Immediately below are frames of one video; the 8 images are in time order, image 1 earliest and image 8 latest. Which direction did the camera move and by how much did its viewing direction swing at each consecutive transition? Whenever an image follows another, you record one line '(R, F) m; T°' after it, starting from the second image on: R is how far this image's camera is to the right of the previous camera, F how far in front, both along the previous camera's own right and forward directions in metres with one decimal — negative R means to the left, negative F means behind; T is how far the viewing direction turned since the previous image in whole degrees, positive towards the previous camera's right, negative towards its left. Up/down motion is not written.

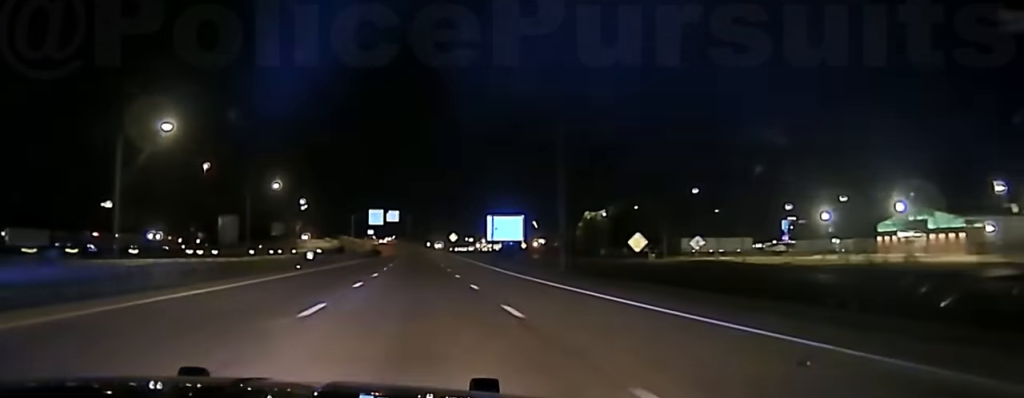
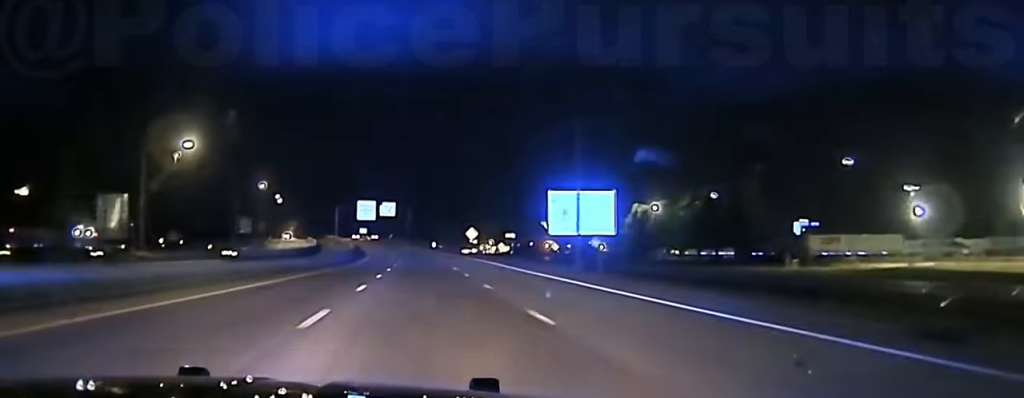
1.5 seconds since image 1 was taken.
(+0.1, +64.2) m; -1°
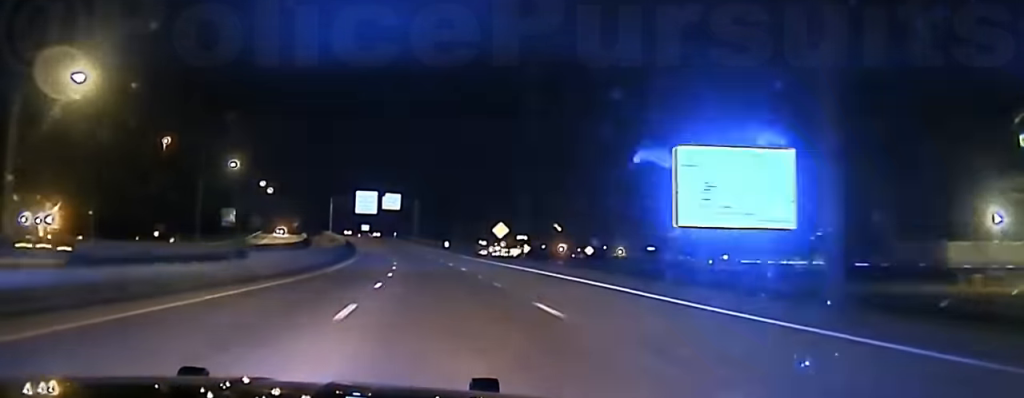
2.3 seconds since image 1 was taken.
(-0.3, +35.7) m; -1°
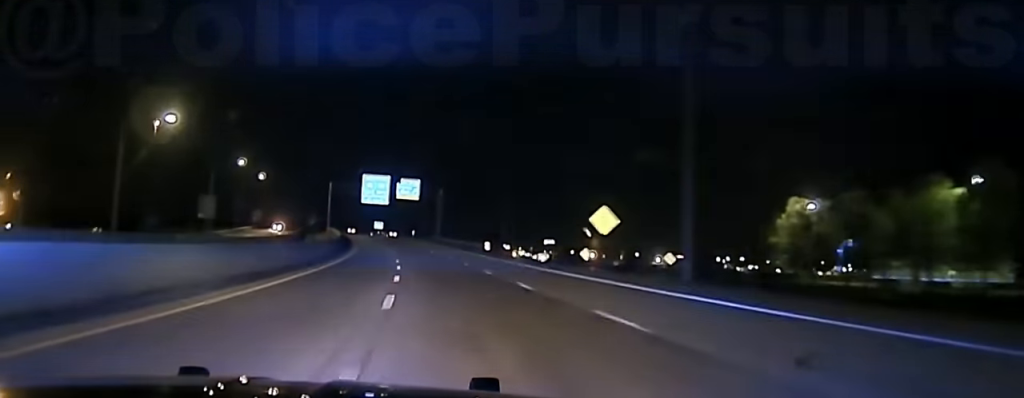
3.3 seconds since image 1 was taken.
(-0.9, +47.4) m; -2°
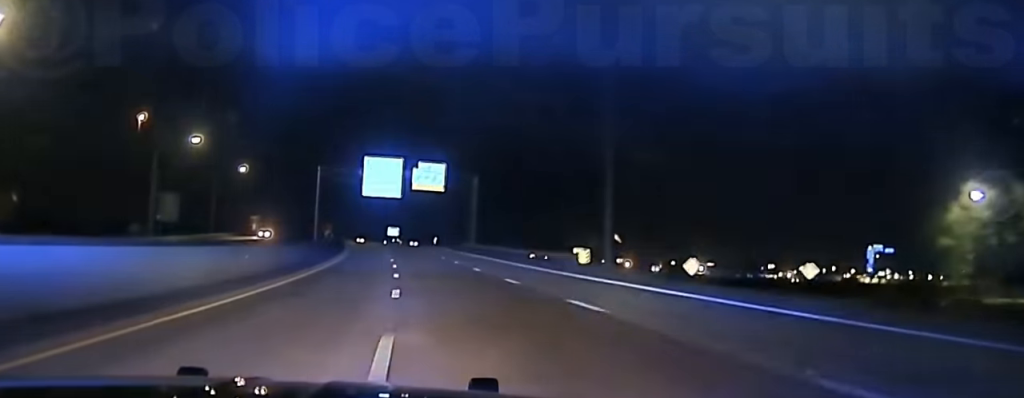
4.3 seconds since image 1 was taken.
(-0.5, +45.3) m; -1°
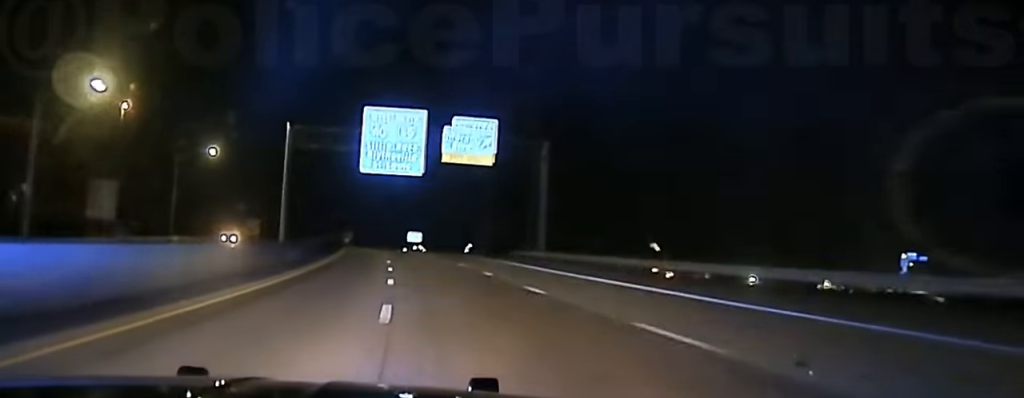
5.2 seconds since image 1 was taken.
(-0.3, +43.1) m; -1°
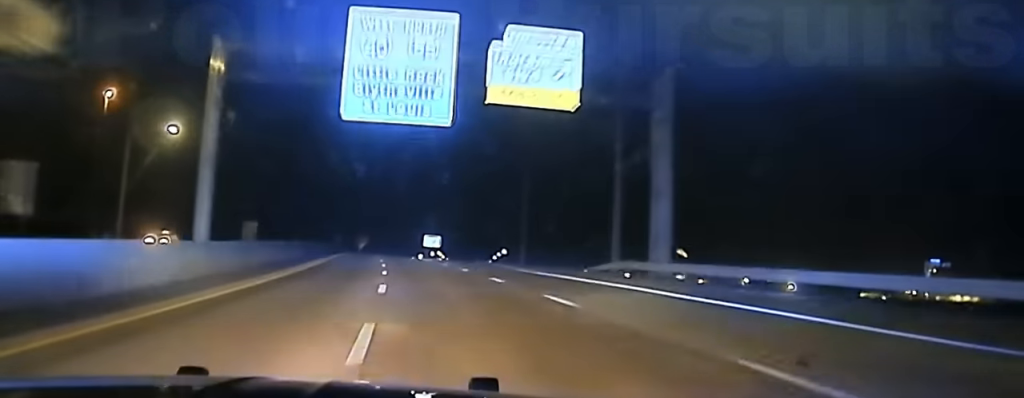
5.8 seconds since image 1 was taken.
(0.0, +29.1) m; -1°
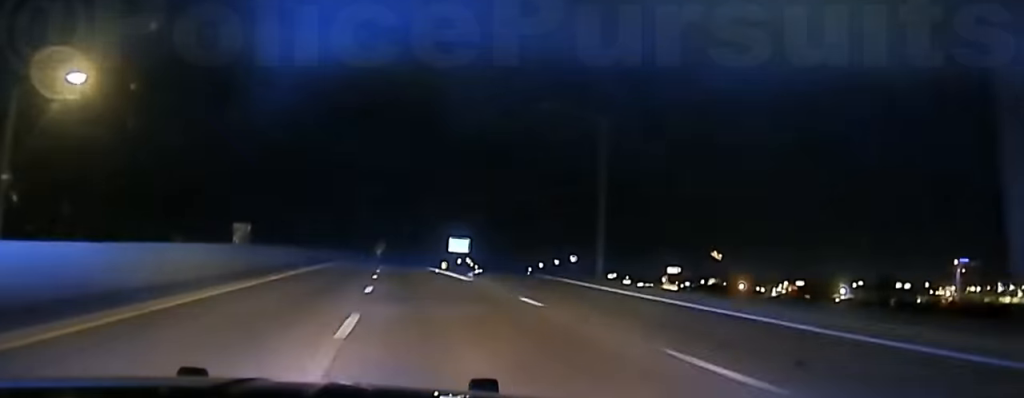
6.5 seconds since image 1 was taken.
(-0.5, +32.7) m; -1°
